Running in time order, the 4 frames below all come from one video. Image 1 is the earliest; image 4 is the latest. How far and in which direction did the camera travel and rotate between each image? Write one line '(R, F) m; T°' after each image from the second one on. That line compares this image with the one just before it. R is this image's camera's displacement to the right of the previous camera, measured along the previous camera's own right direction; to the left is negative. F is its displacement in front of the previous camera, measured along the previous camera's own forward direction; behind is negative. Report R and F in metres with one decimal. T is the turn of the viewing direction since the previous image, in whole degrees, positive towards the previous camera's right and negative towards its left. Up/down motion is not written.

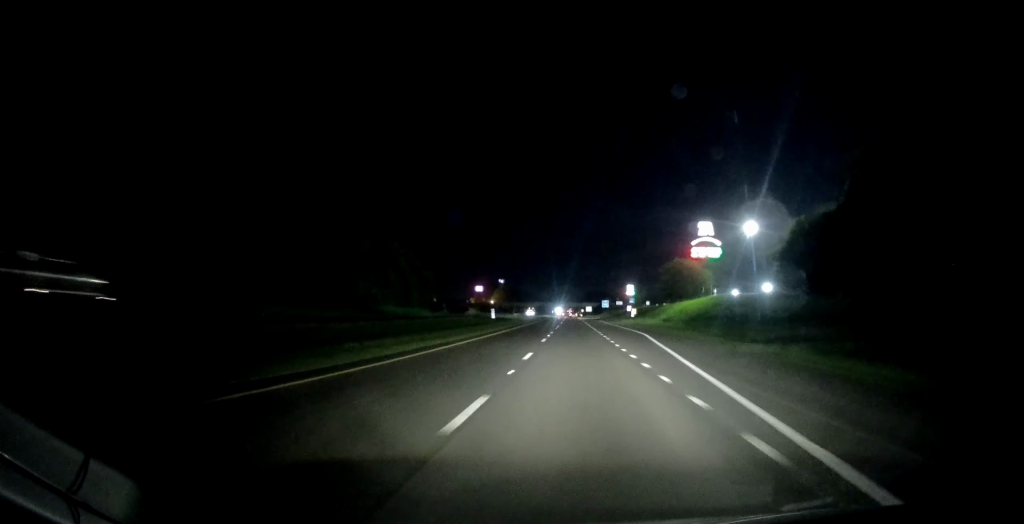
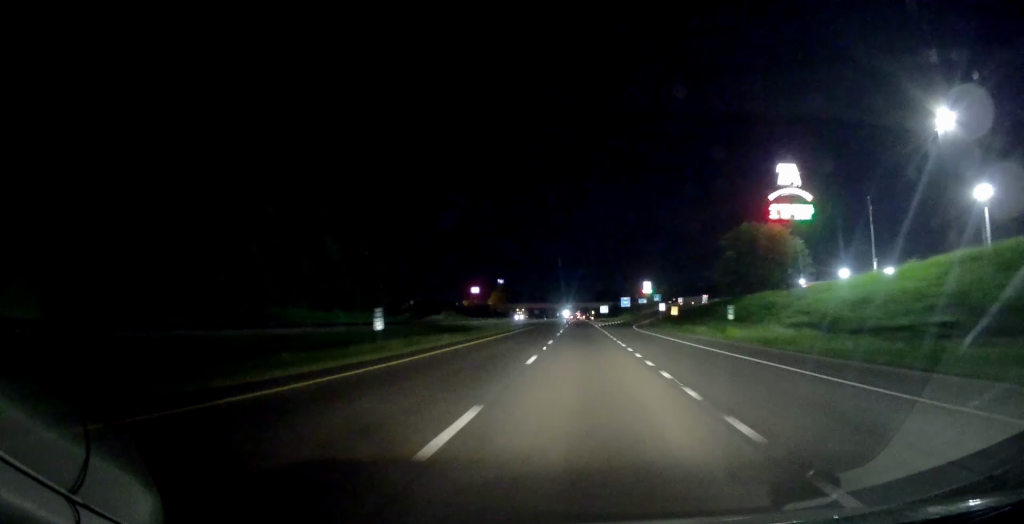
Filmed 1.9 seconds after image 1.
(-0.7, +61.6) m; -1°
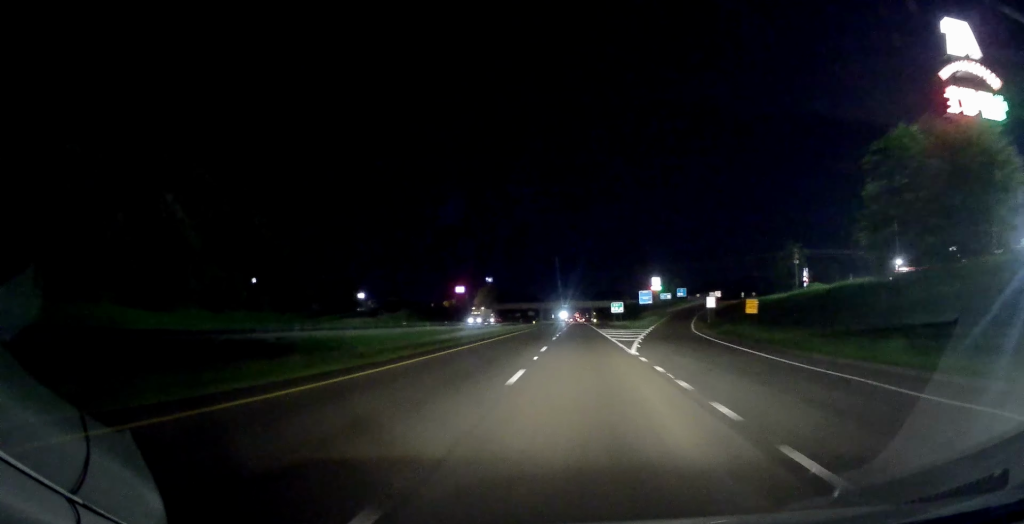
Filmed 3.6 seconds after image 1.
(-0.7, +53.9) m; -1°
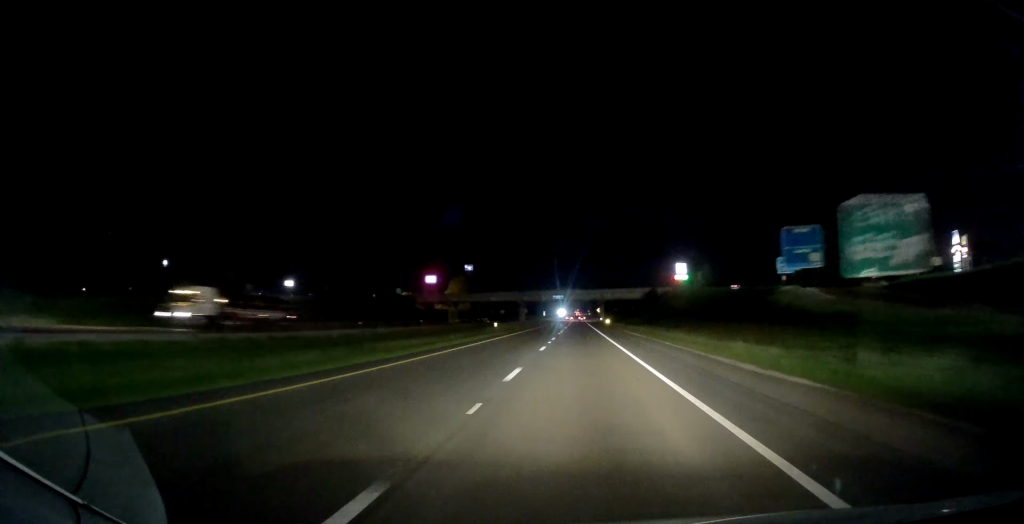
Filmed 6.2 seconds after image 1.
(+1.5, +85.2) m; +1°
